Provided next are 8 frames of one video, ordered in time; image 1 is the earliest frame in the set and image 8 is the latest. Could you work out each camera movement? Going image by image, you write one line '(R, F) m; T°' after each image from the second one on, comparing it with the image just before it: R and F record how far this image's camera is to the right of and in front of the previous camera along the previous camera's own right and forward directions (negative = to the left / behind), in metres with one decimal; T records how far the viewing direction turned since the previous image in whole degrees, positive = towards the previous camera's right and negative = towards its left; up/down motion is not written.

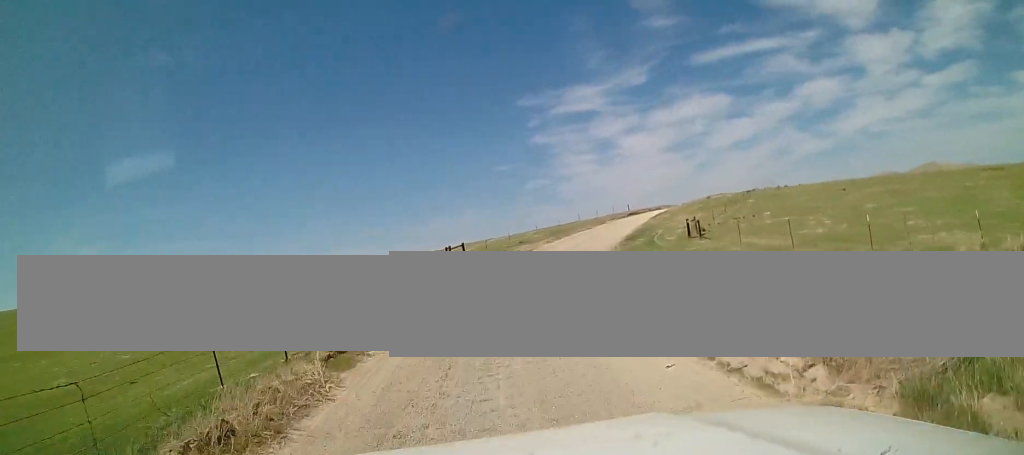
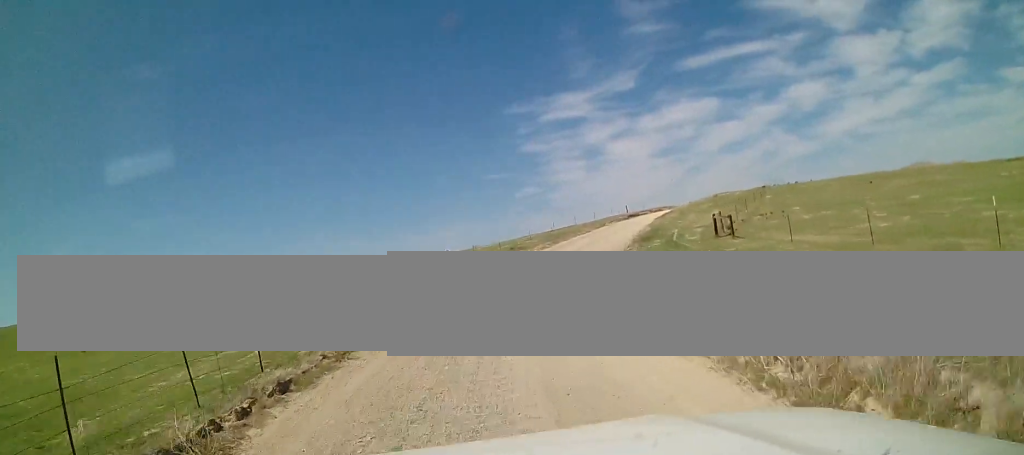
(+0.4, +6.0) m; +3°
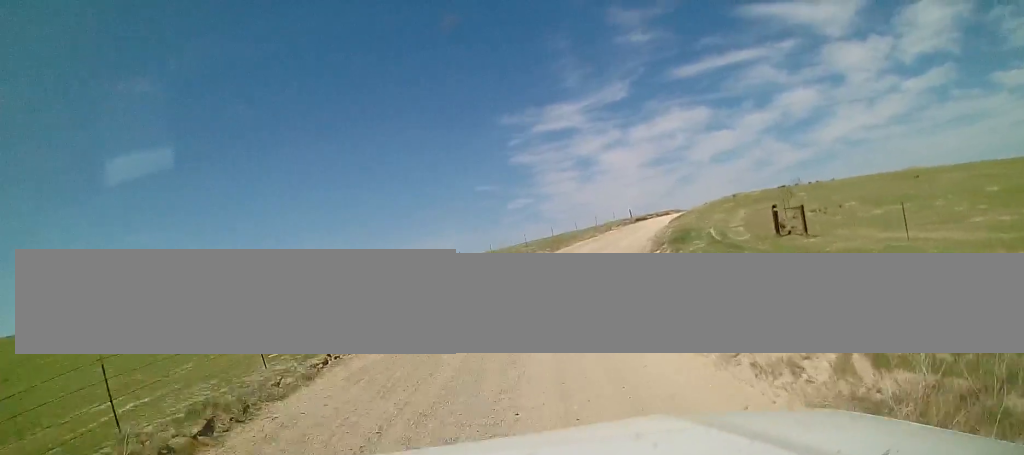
(+0.2, +7.4) m; +3°
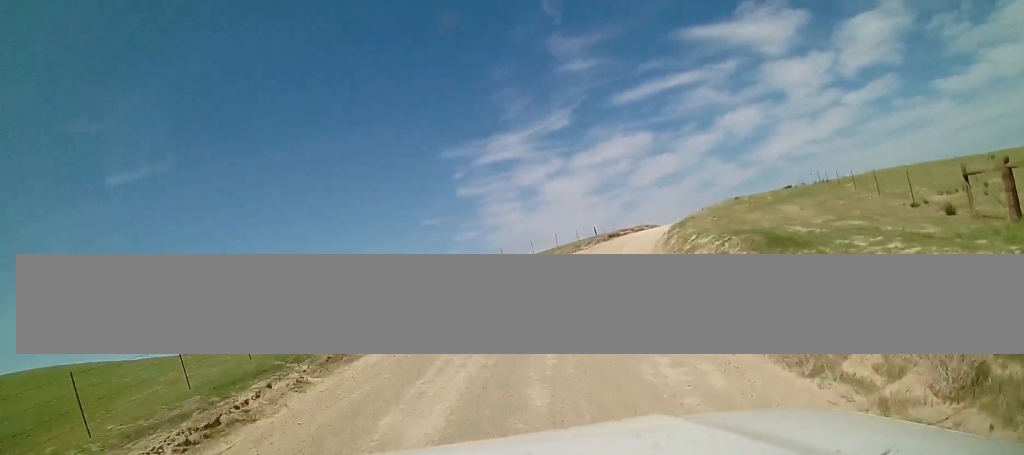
(+0.7, +13.7) m; +6°
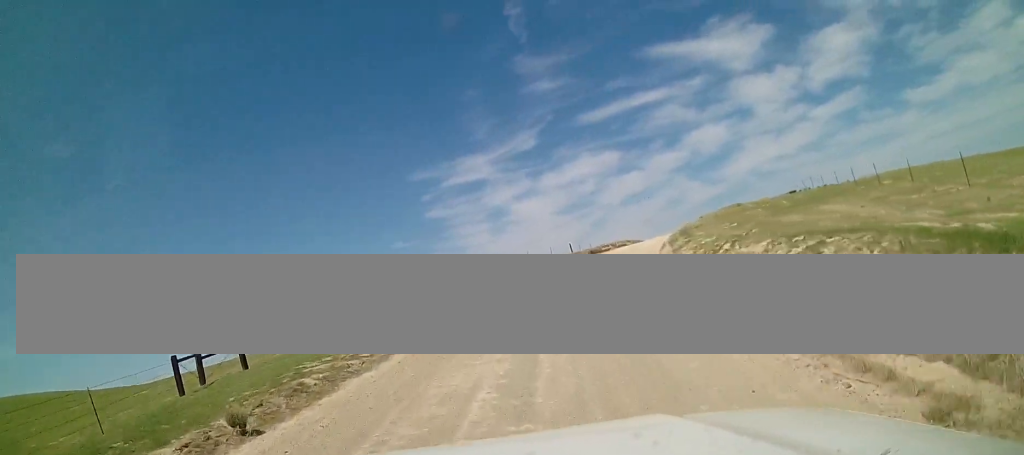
(+0.2, +6.8) m; +3°
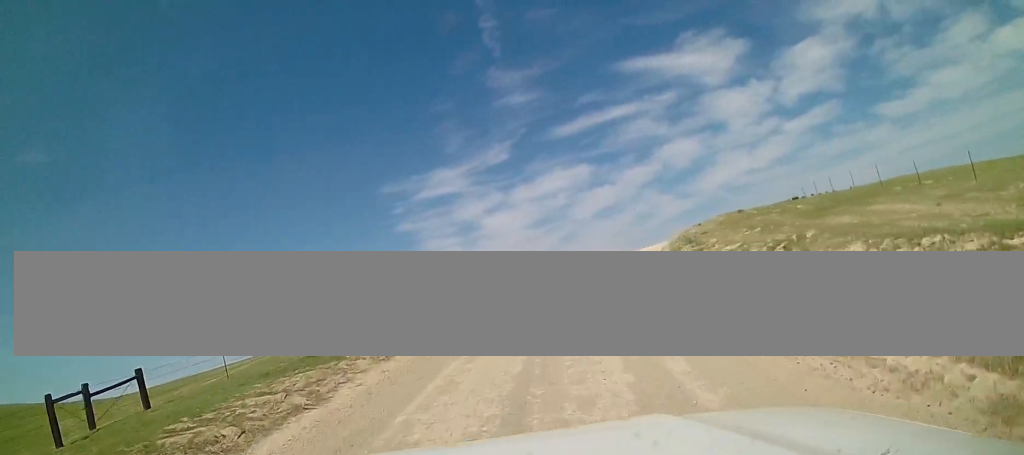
(0.0, +5.0) m; +2°
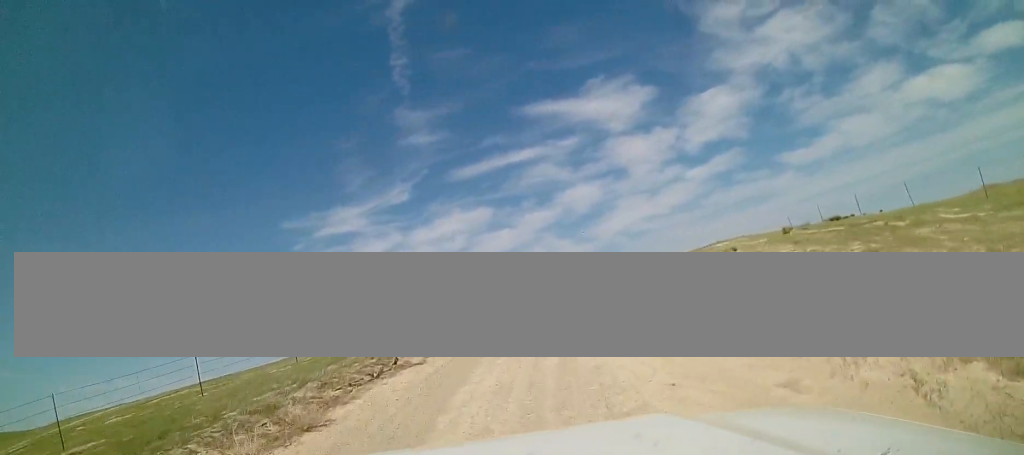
(+1.0, +16.7) m; +8°
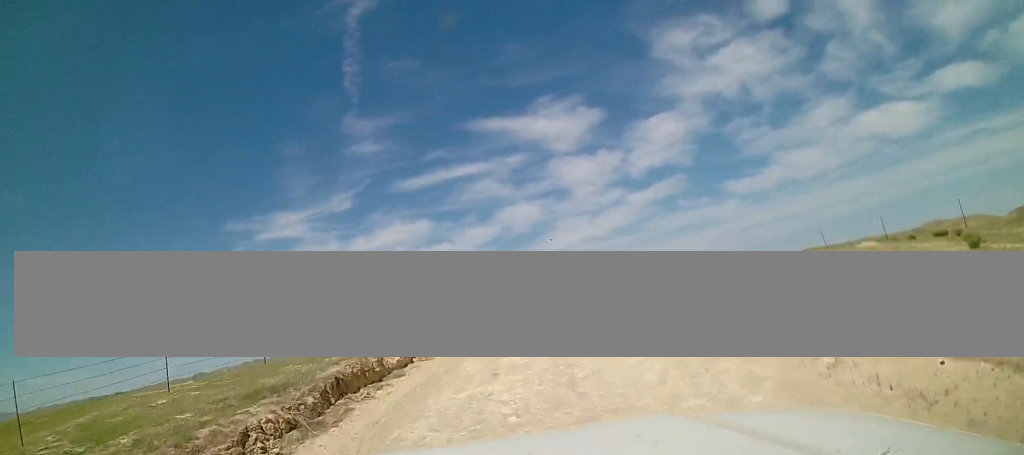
(+0.6, +11.4) m; +5°
